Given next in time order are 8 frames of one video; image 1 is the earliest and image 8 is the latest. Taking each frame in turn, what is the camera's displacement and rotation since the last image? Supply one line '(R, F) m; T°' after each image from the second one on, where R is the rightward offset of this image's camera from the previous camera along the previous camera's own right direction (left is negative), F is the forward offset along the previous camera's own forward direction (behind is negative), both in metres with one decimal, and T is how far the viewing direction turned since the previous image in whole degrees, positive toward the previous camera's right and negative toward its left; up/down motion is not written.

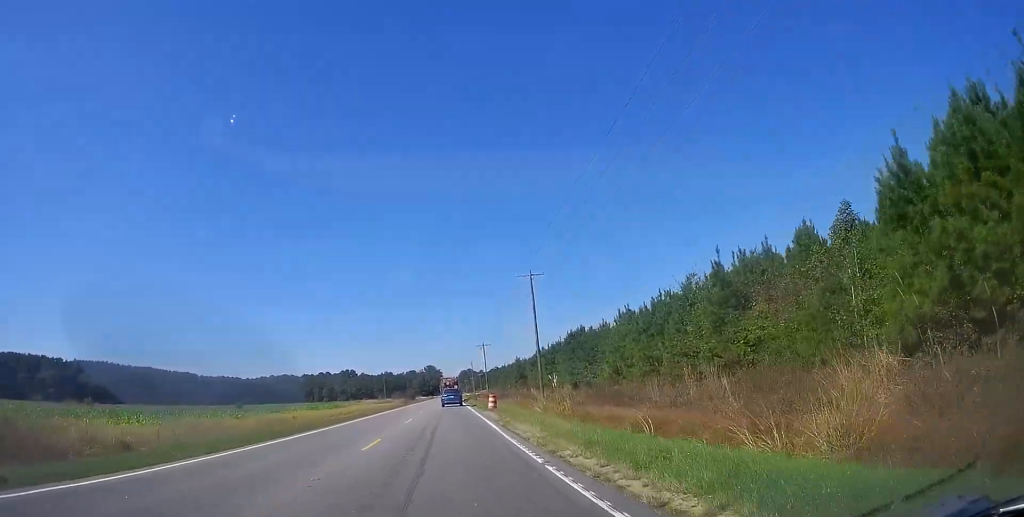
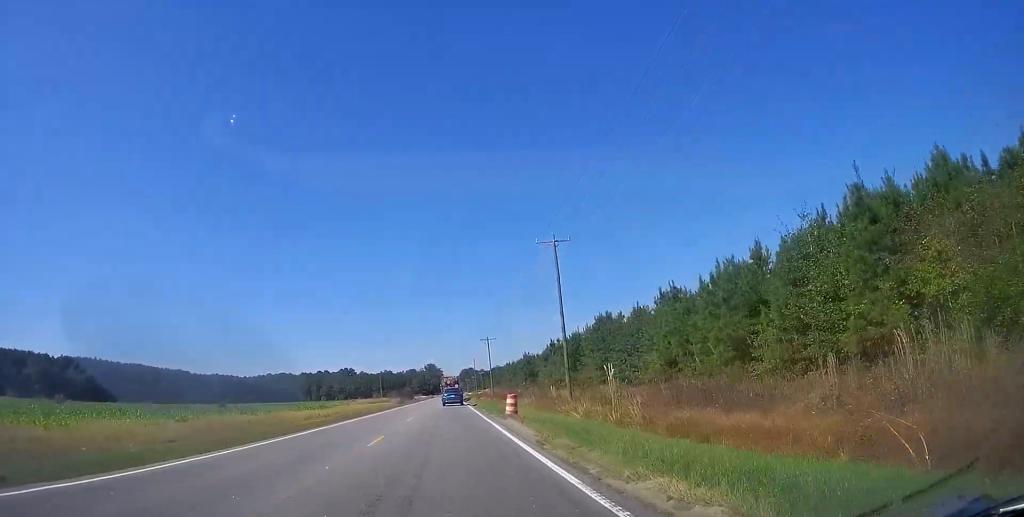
(0.0, +11.4) m; 0°
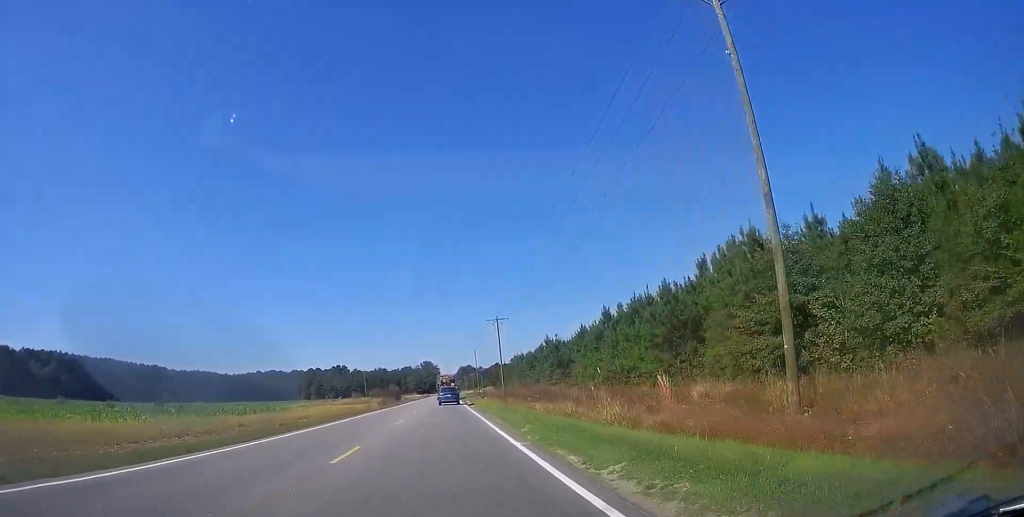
(0.0, +27.1) m; -1°
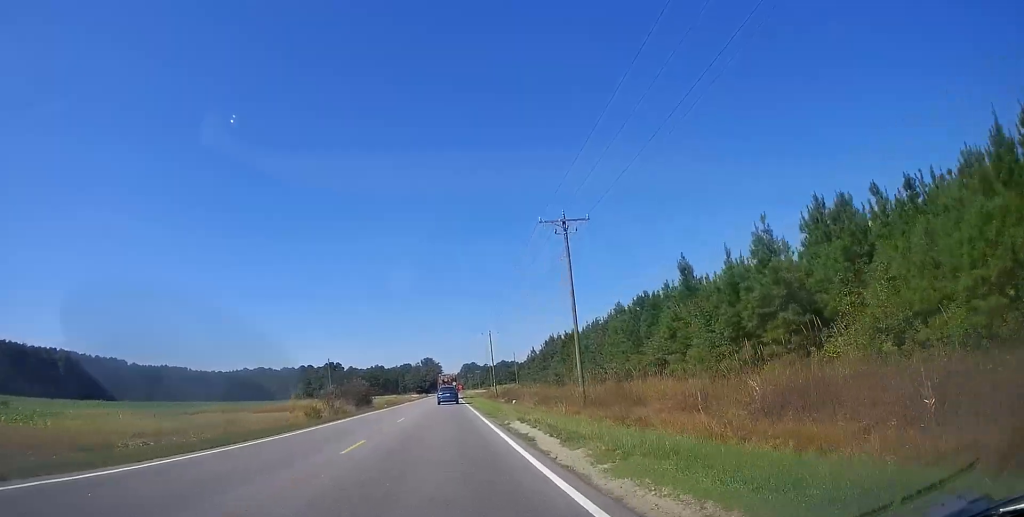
(-0.4, +48.1) m; 0°
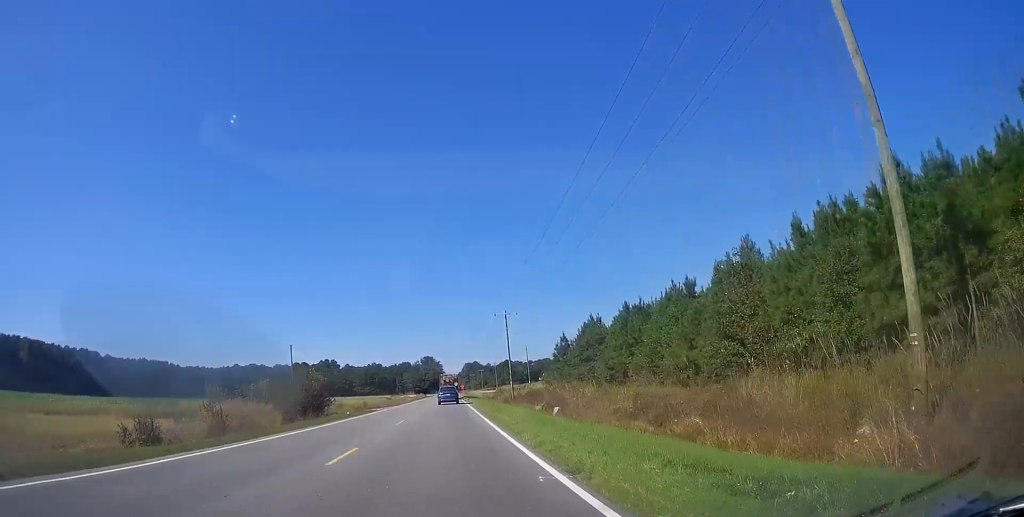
(+0.3, +27.3) m; +1°
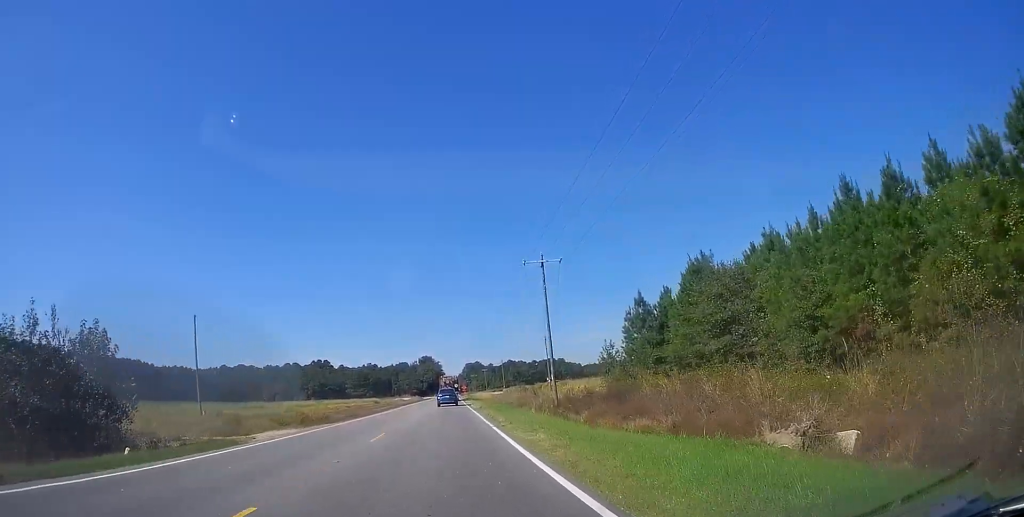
(0.0, +31.9) m; -1°
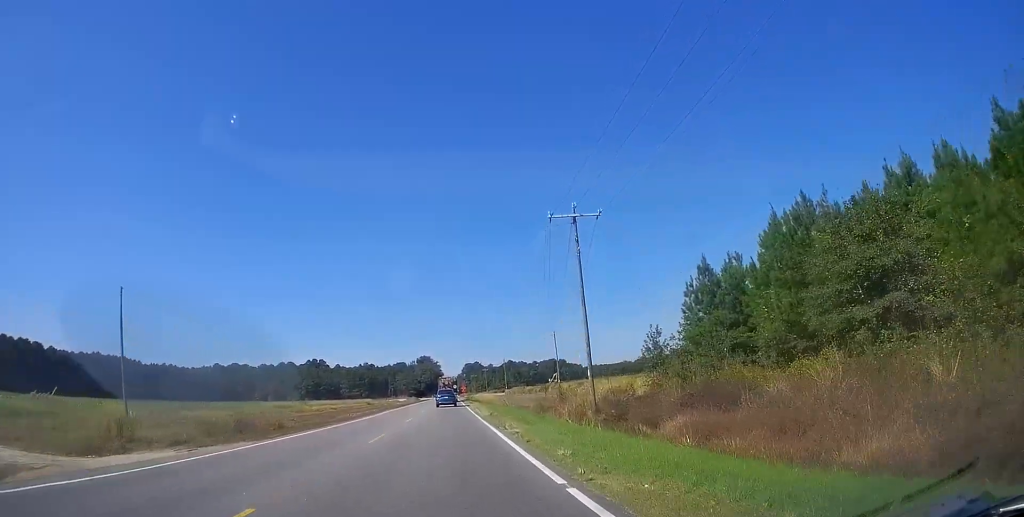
(-0.2, +12.2) m; 0°
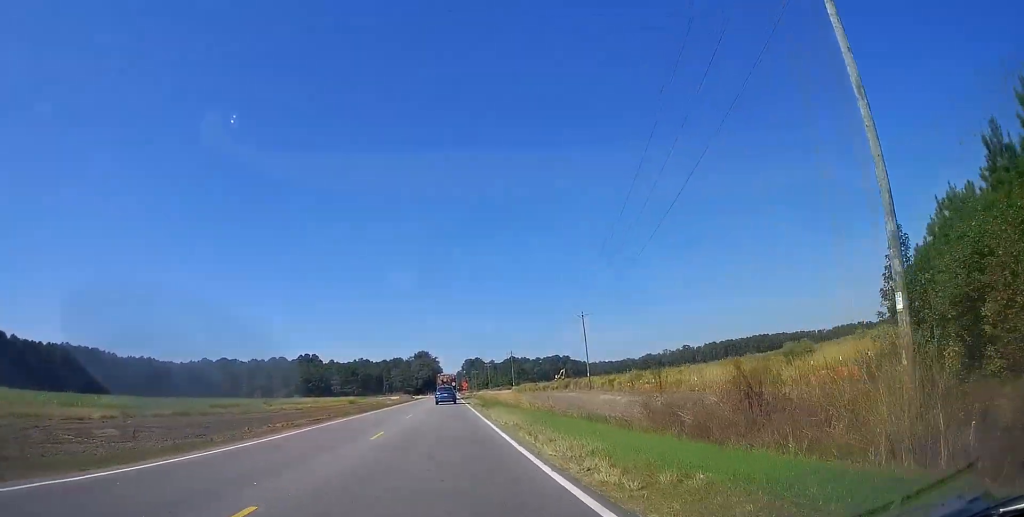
(-0.1, +23.9) m; 0°
